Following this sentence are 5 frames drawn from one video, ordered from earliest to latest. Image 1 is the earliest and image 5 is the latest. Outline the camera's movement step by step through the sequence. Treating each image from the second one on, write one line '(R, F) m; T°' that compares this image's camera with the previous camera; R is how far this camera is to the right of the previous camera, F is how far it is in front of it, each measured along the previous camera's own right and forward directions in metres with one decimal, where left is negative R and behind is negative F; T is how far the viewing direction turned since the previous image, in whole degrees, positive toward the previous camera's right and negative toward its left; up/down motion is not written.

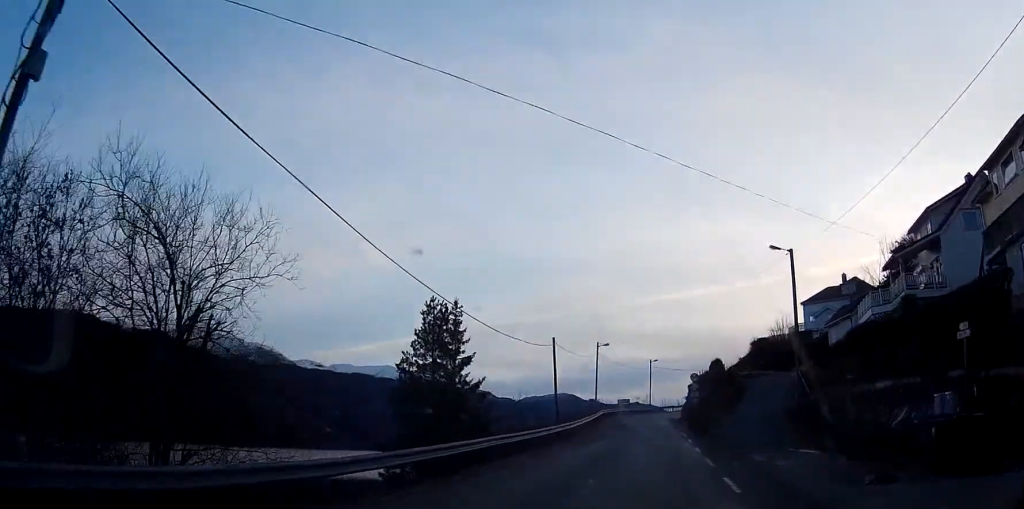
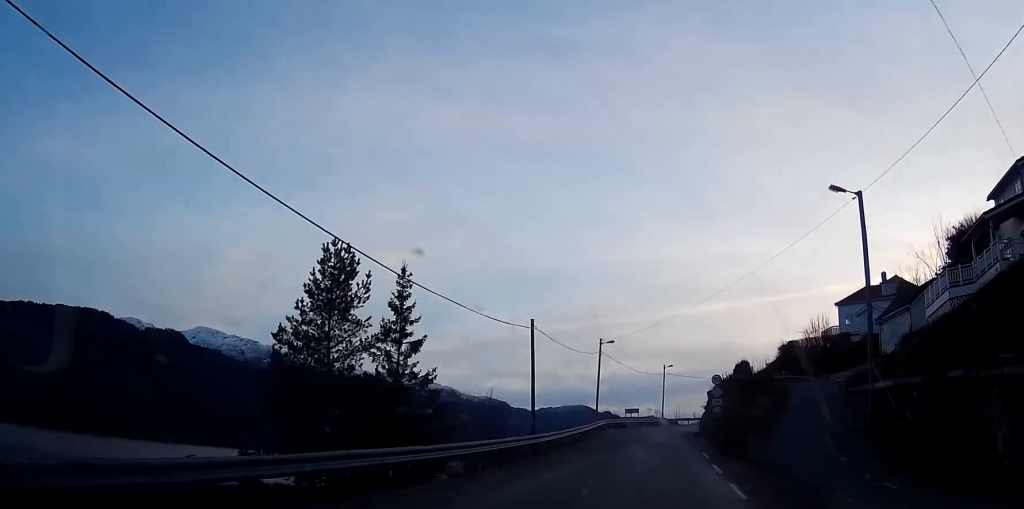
(0.0, +12.5) m; -1°
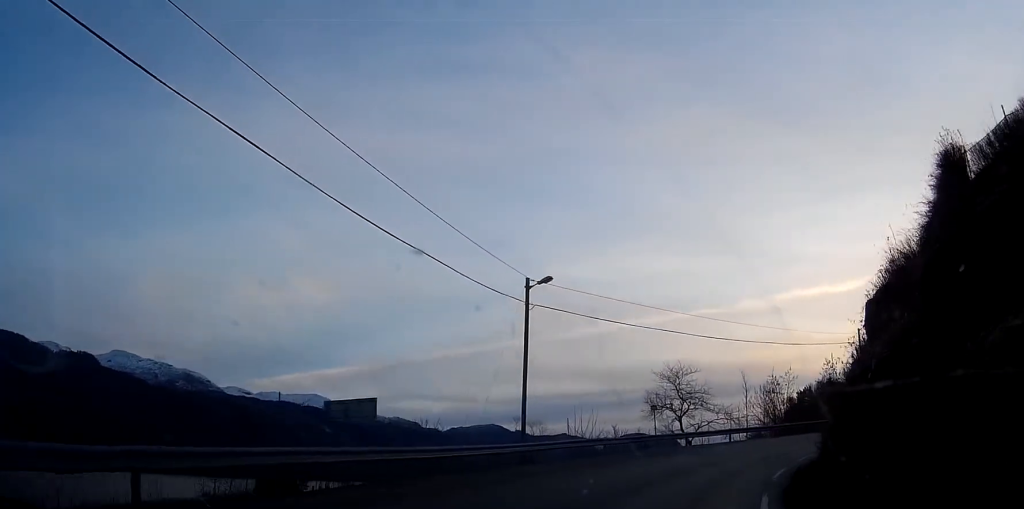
(+0.9, +65.2) m; +8°
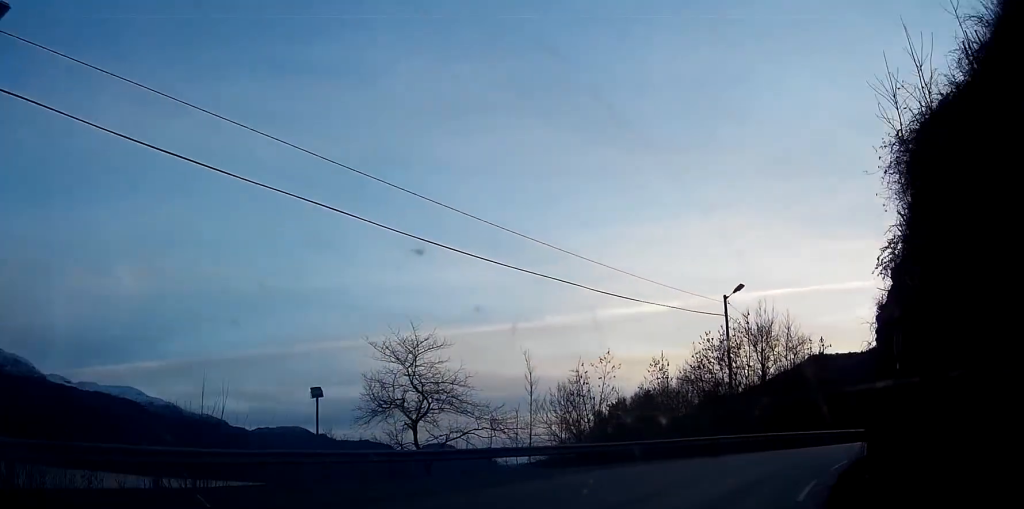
(+2.0, +22.5) m; +11°
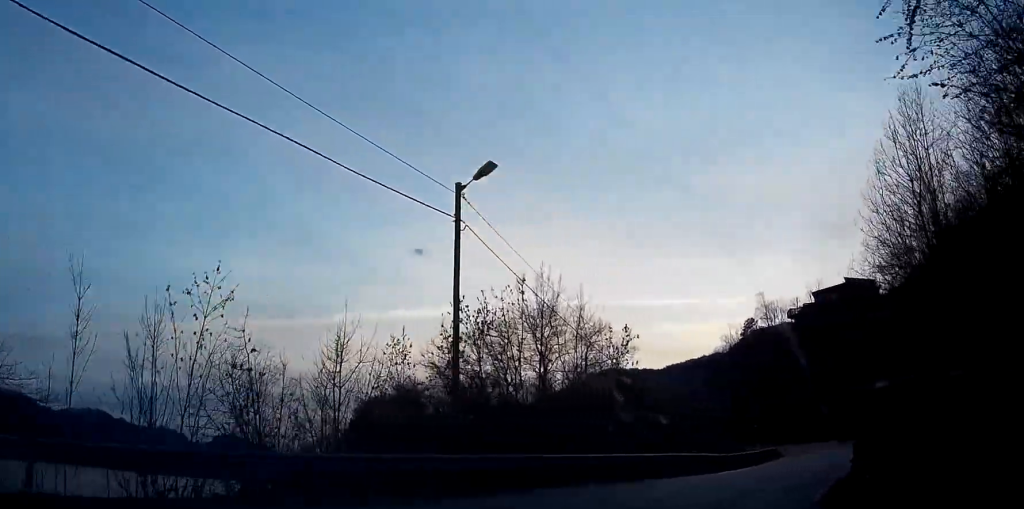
(+1.7, +18.0) m; +14°
